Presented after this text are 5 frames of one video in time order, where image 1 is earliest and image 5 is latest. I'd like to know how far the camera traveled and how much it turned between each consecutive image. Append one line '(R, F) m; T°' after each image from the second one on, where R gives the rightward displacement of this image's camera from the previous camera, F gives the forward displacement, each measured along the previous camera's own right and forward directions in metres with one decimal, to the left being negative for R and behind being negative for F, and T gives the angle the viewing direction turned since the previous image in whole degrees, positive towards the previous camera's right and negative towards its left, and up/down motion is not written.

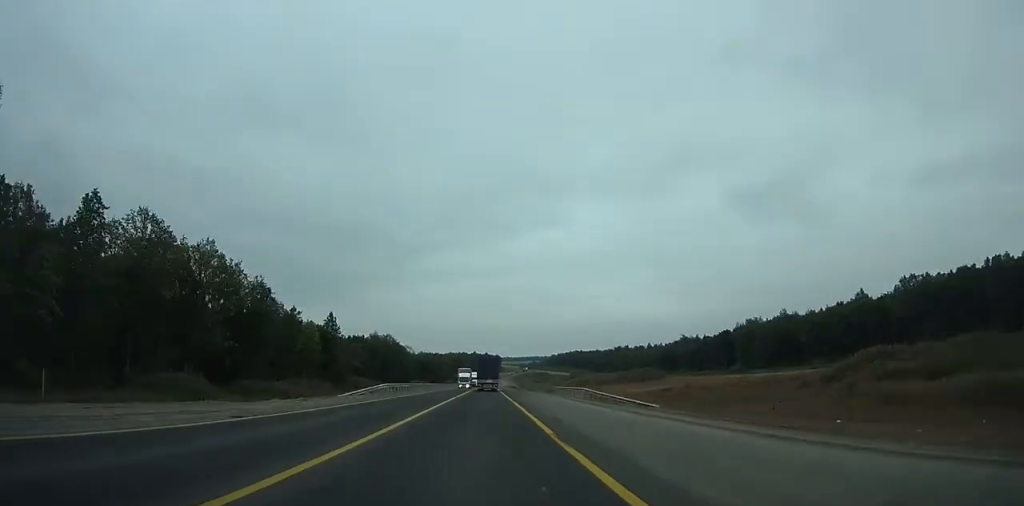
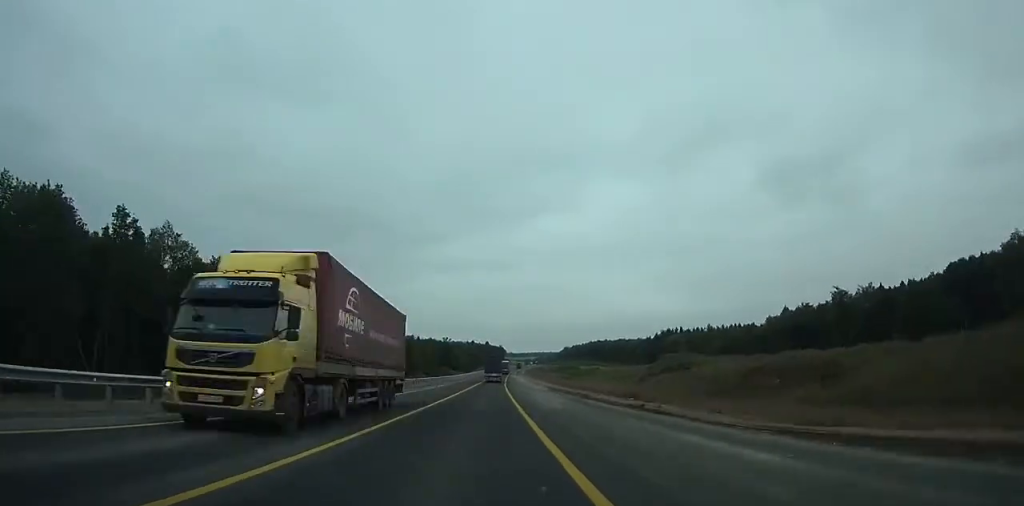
(-0.5, +145.4) m; 0°
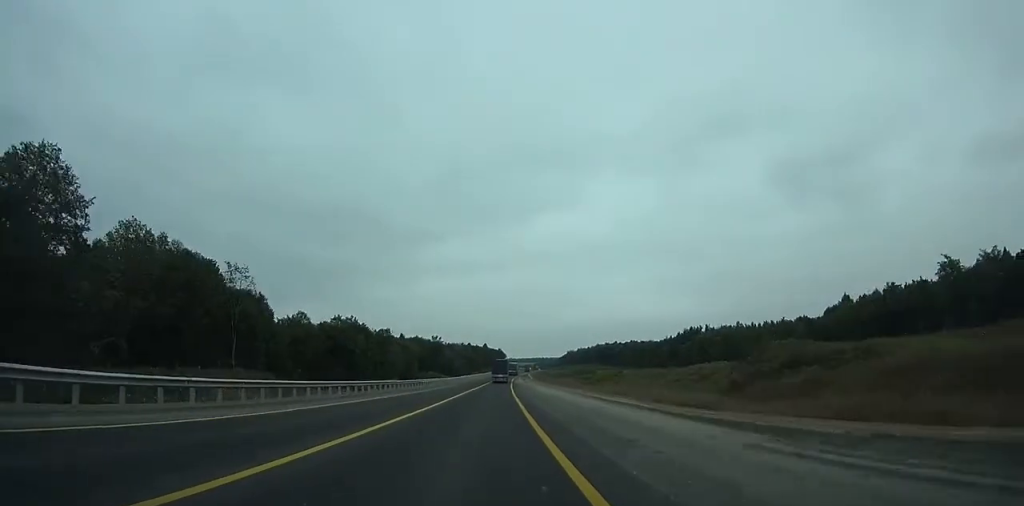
(+0.1, +48.3) m; 0°
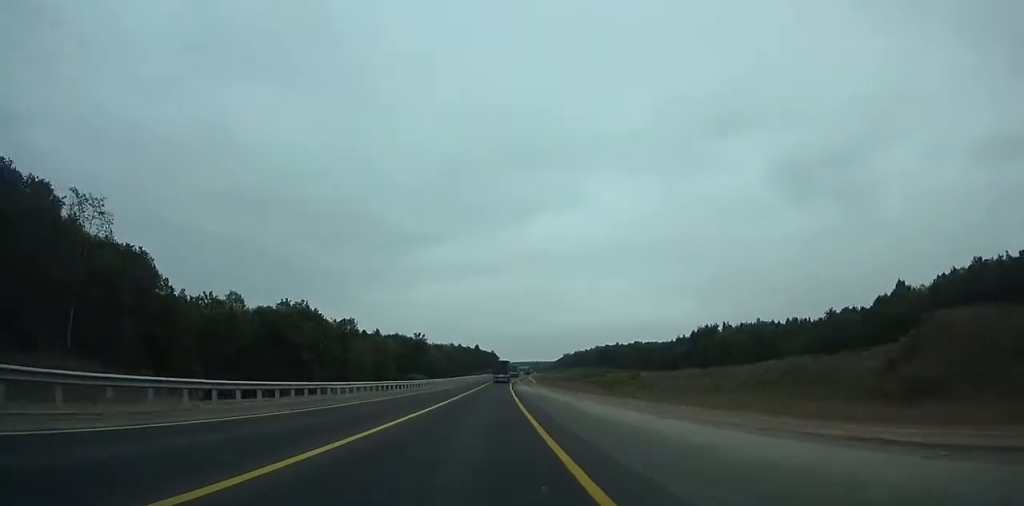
(+0.1, +35.7) m; 0°
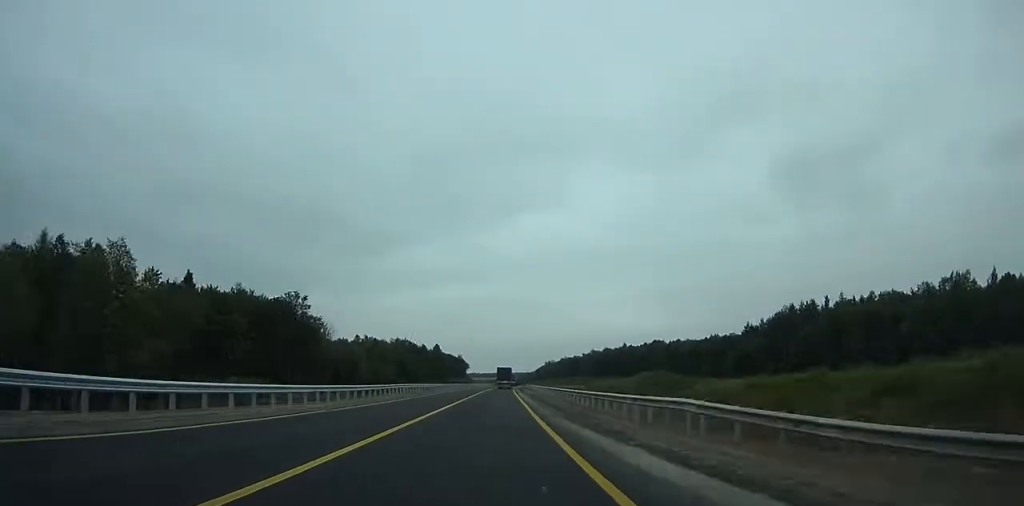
(+1.8, +118.4) m; +2°
